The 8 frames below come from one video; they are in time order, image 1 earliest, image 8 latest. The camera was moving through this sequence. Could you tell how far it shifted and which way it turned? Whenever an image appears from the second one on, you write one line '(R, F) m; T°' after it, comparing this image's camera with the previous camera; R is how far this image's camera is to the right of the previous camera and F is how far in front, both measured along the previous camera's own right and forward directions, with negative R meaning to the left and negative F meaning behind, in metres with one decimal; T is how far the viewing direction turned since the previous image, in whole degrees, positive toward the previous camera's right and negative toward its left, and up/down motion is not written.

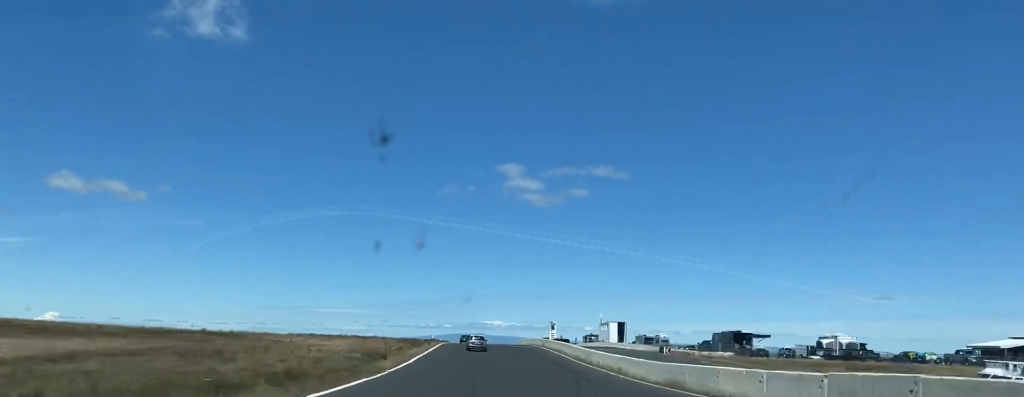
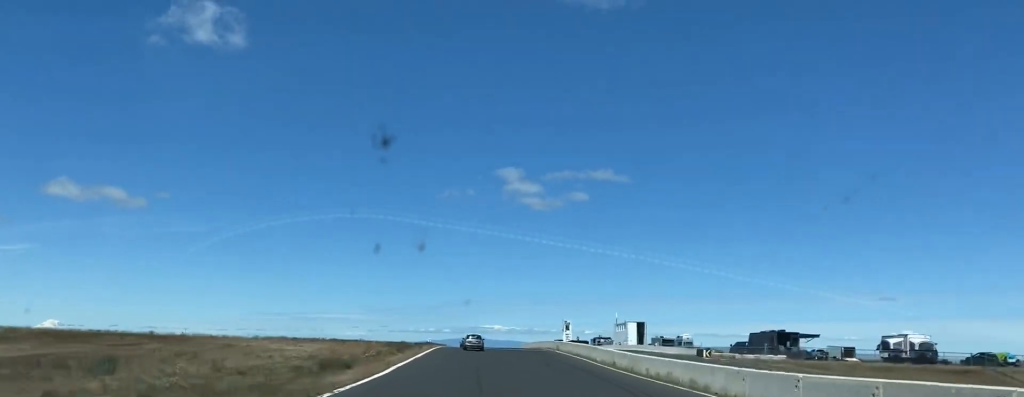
(0.0, +15.3) m; 0°
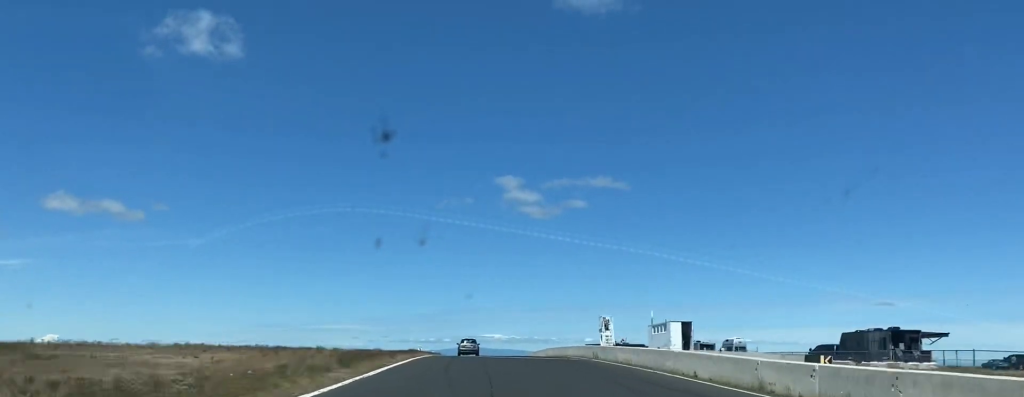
(+0.1, +24.3) m; 0°
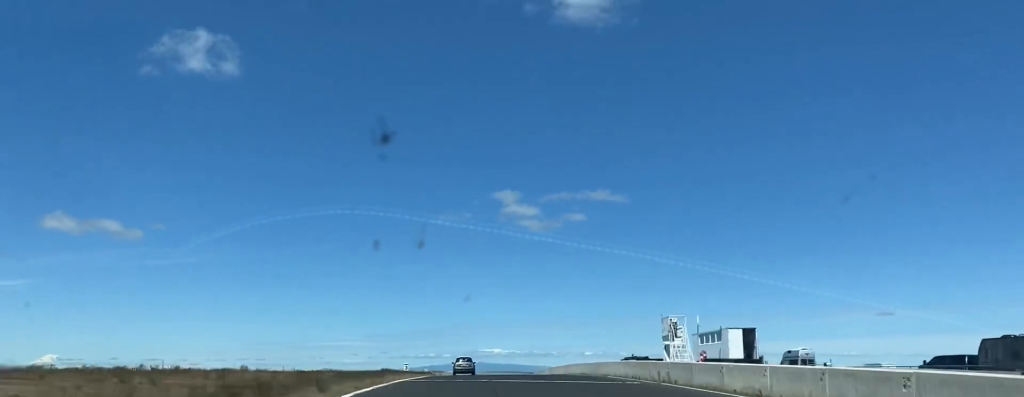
(0.0, +20.0) m; 0°
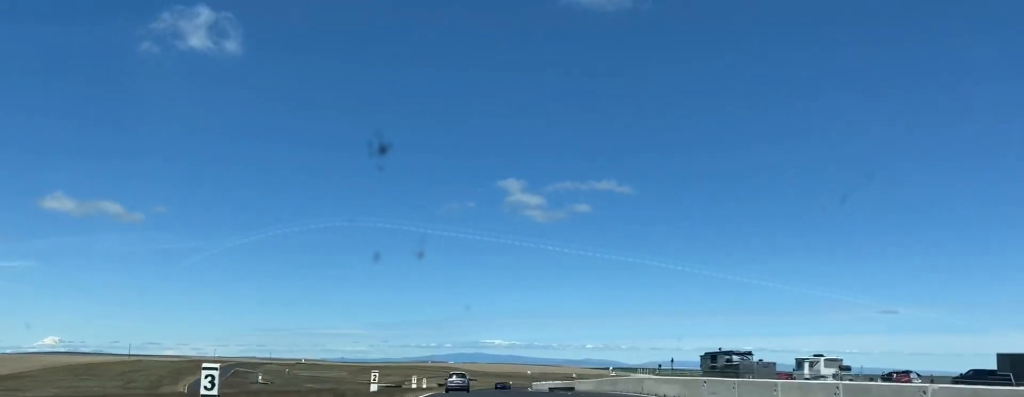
(+0.1, +58.5) m; 0°
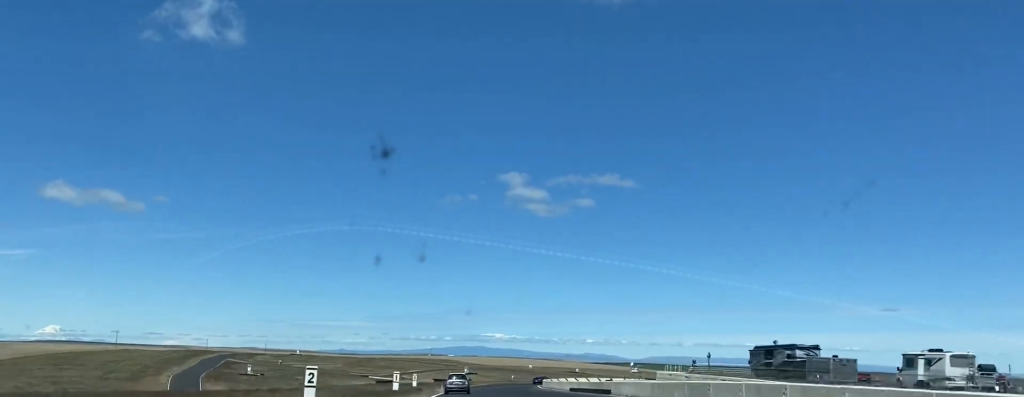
(0.0, +20.9) m; 0°
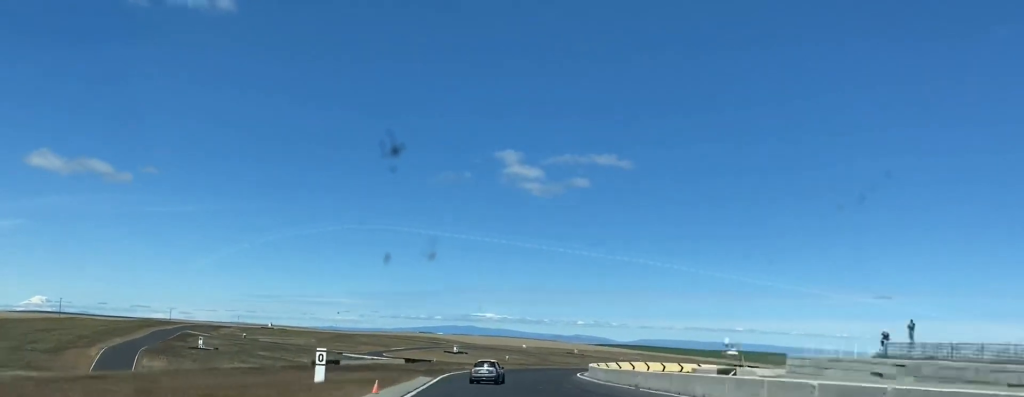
(+0.2, +50.4) m; +1°
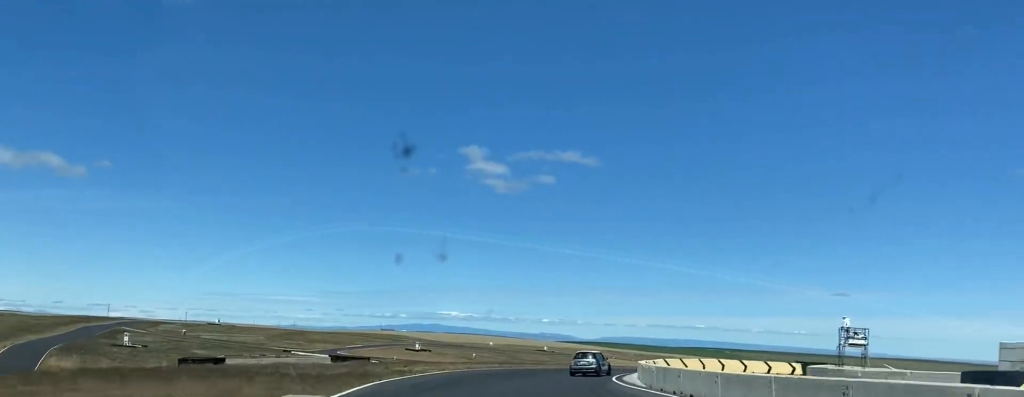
(+0.6, +34.8) m; +4°
